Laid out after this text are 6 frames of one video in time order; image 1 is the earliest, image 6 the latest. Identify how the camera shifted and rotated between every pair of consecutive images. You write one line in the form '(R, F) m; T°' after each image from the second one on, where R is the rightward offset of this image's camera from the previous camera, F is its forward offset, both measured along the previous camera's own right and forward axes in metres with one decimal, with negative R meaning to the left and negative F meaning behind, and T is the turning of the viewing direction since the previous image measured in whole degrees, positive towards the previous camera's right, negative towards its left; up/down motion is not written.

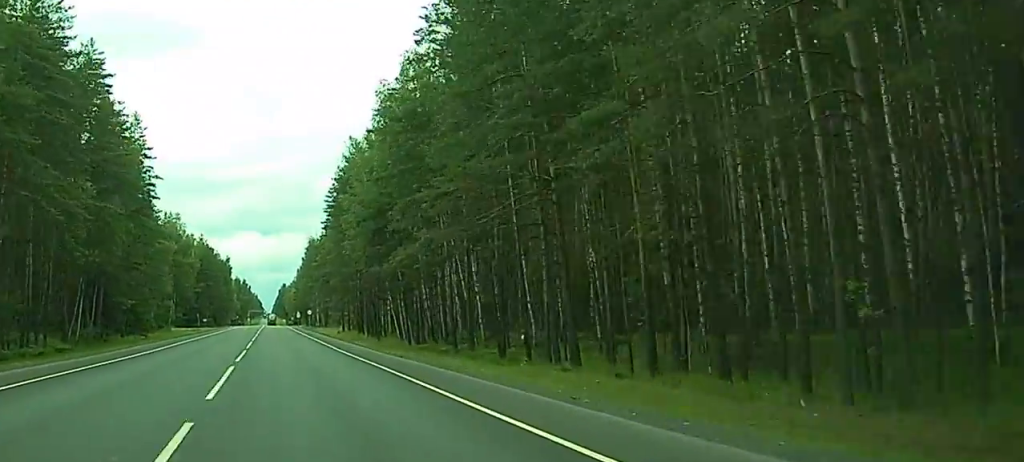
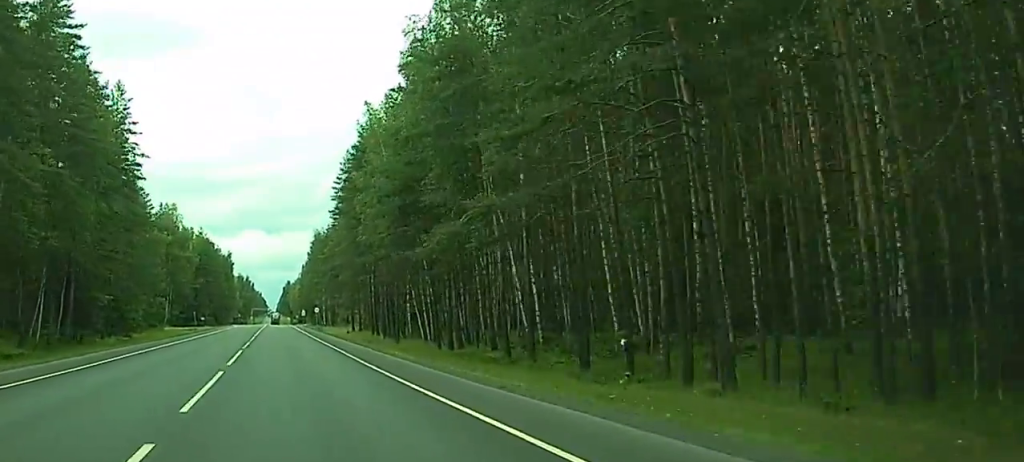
(0.0, +13.8) m; 0°
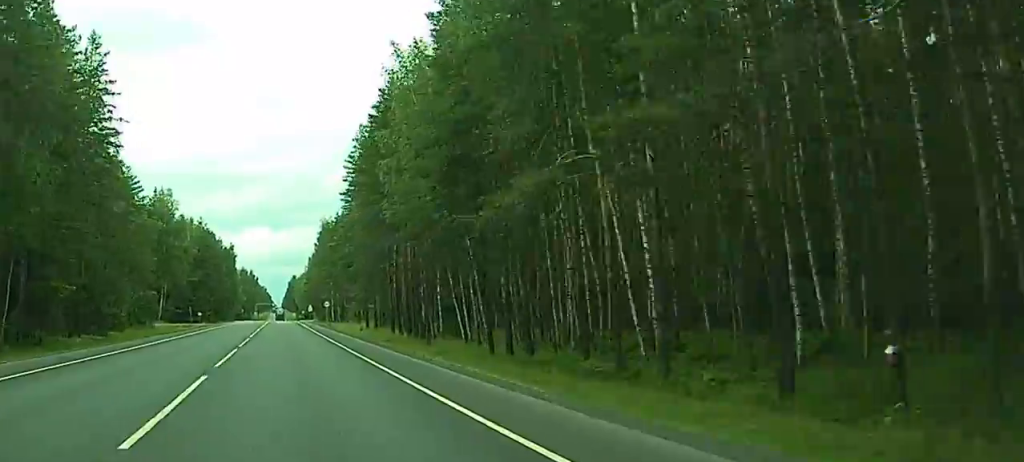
(0.0, +15.8) m; 0°
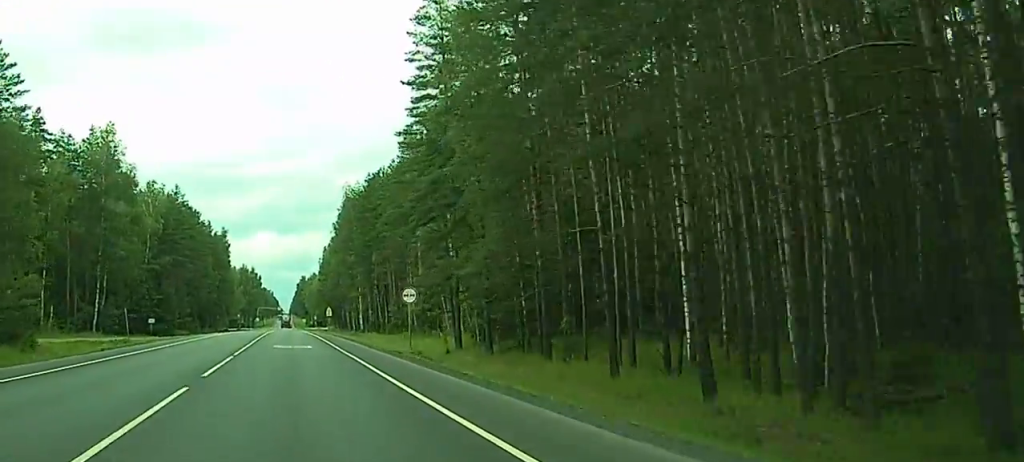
(0.0, +62.6) m; -2°
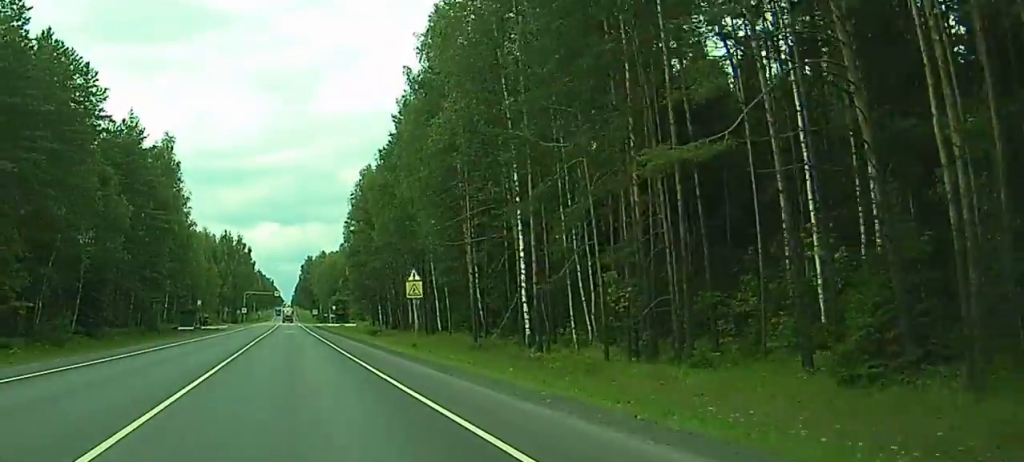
(+1.2, +101.2) m; 0°
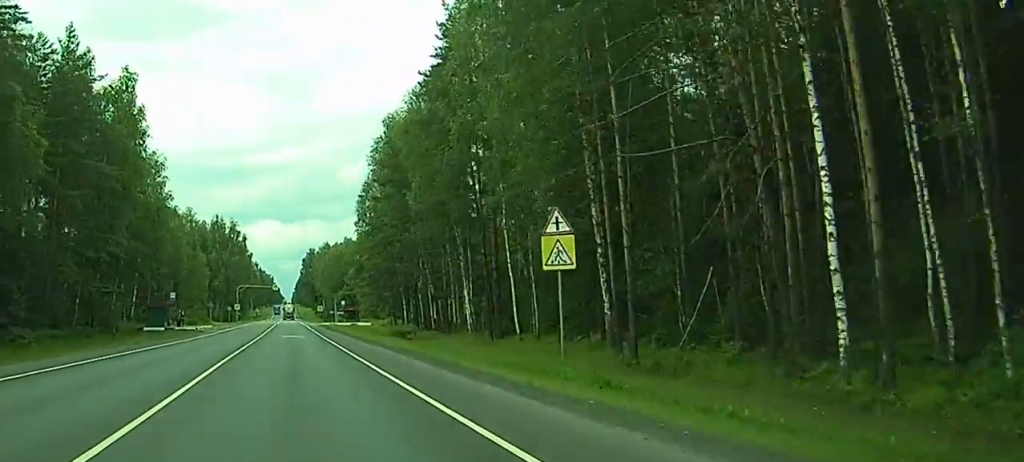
(-0.6, +27.6) m; 0°
